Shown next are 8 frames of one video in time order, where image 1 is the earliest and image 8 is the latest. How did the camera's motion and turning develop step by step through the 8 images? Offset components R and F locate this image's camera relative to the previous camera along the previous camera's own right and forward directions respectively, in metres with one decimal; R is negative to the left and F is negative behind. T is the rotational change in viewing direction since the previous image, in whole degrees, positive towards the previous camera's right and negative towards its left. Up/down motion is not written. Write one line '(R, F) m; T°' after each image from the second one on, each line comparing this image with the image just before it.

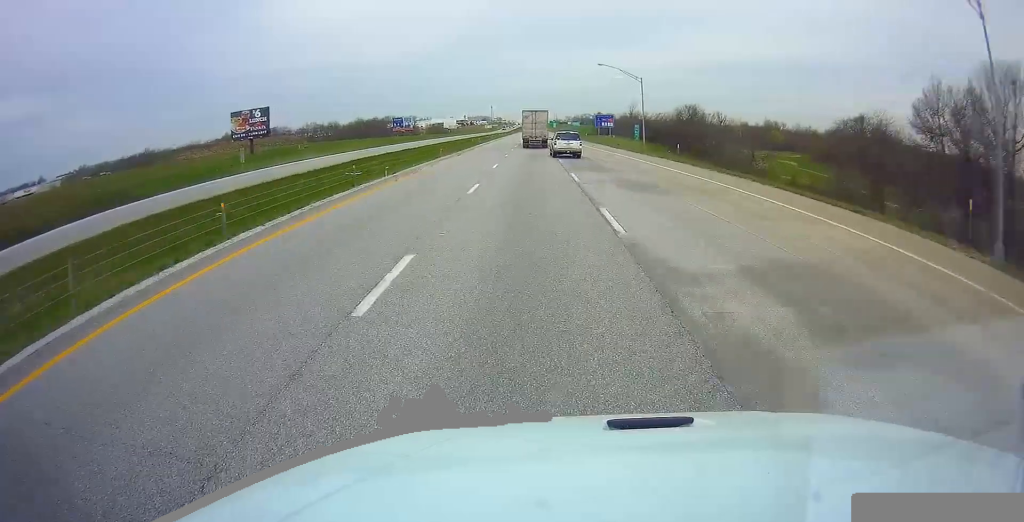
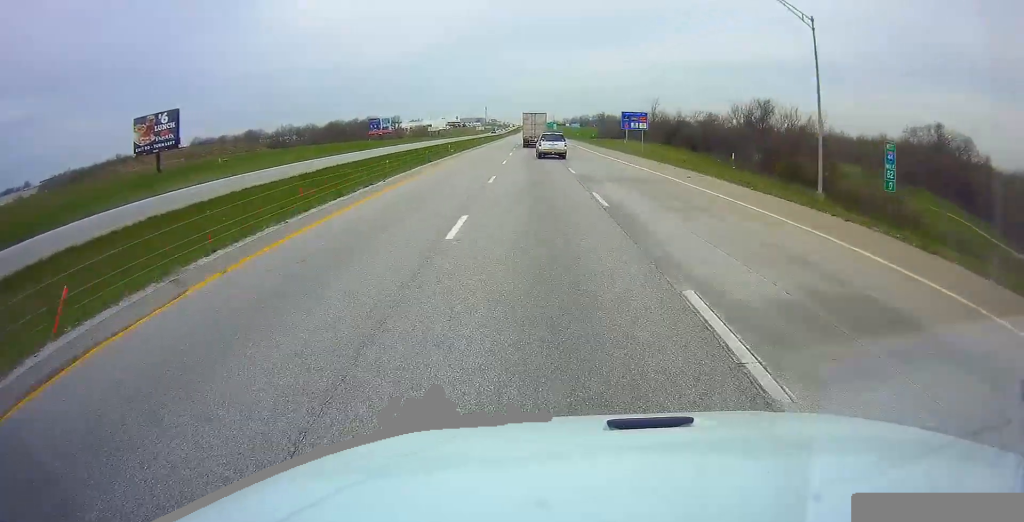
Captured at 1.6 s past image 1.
(+0.3, +44.1) m; +1°
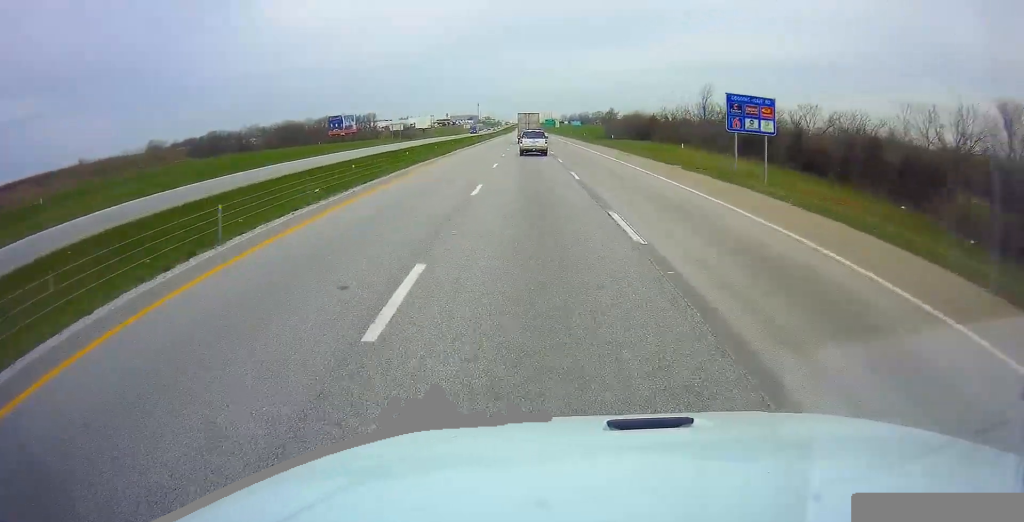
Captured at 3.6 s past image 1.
(+0.3, +54.6) m; 0°
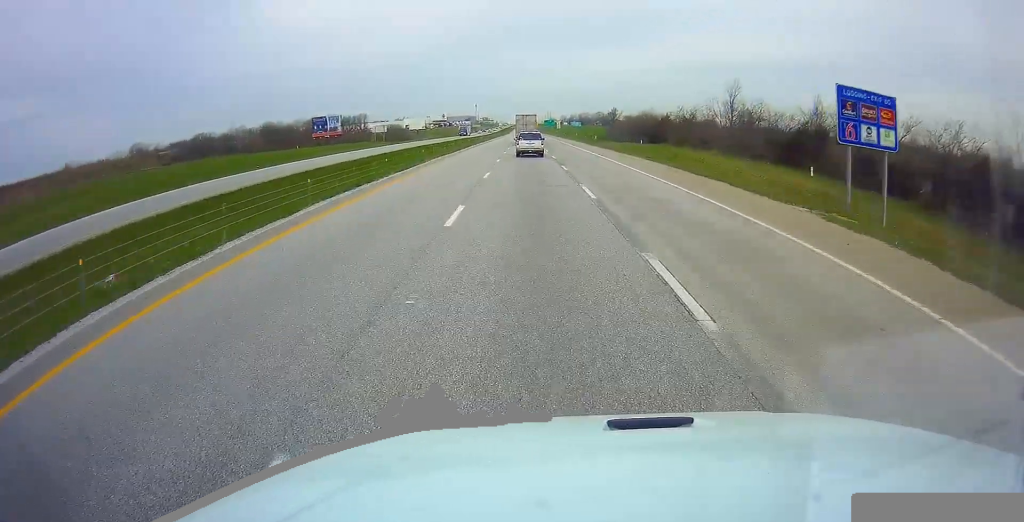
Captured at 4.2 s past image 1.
(-0.1, +17.6) m; 0°
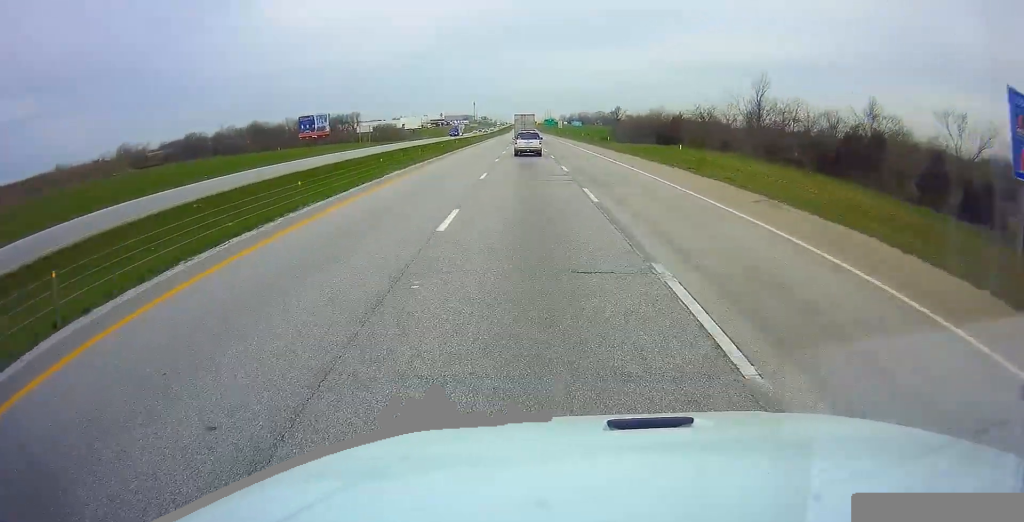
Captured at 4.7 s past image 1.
(+0.1, +13.0) m; 0°
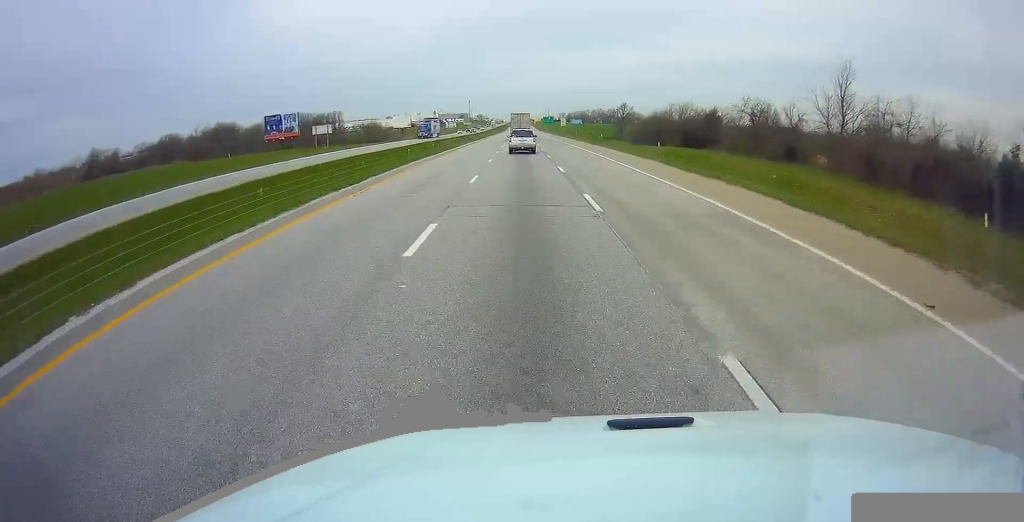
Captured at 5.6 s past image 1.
(0.0, +27.1) m; 0°
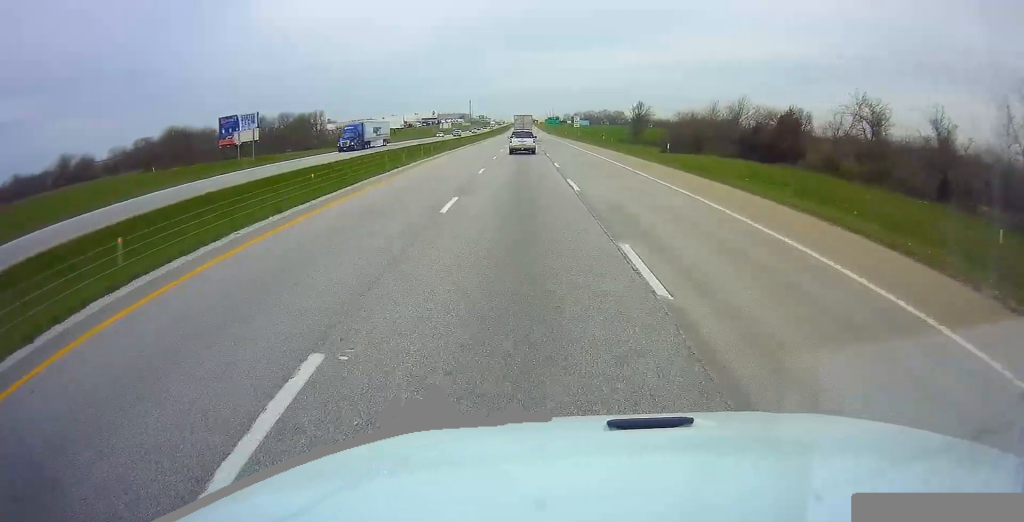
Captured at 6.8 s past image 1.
(-0.1, +31.9) m; 0°
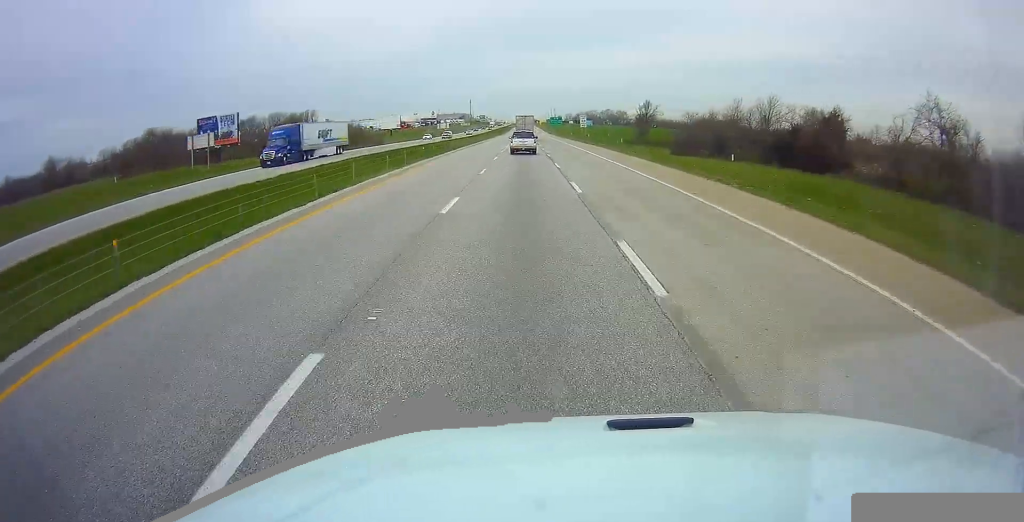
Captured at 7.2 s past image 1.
(0.0, +12.2) m; 0°
